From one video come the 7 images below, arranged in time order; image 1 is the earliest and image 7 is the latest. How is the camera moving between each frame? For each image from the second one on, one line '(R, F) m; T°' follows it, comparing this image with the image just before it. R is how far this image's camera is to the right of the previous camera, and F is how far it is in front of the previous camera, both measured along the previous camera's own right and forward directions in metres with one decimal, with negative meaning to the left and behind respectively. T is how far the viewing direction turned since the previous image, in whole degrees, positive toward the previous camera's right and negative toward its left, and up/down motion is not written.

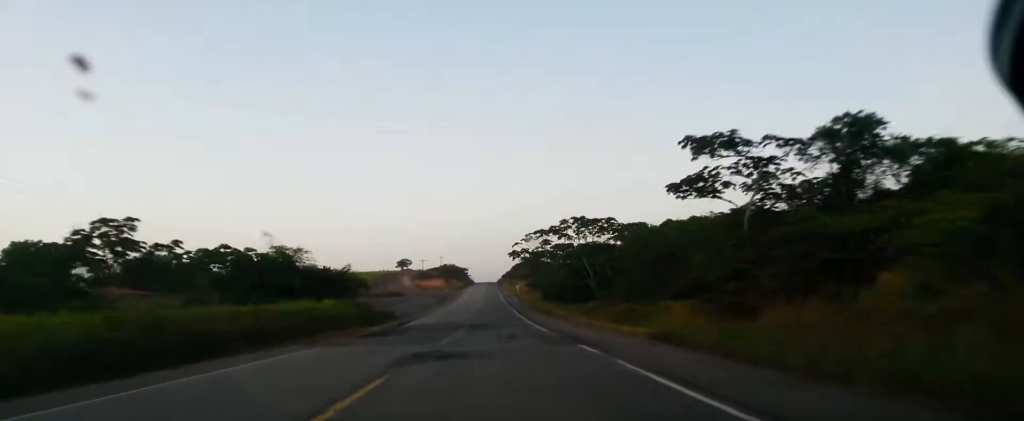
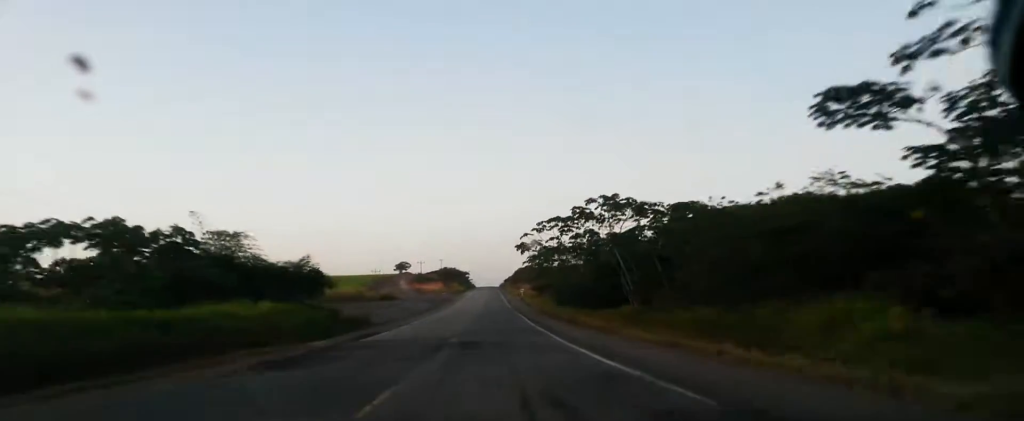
(+1.7, +16.0) m; 0°
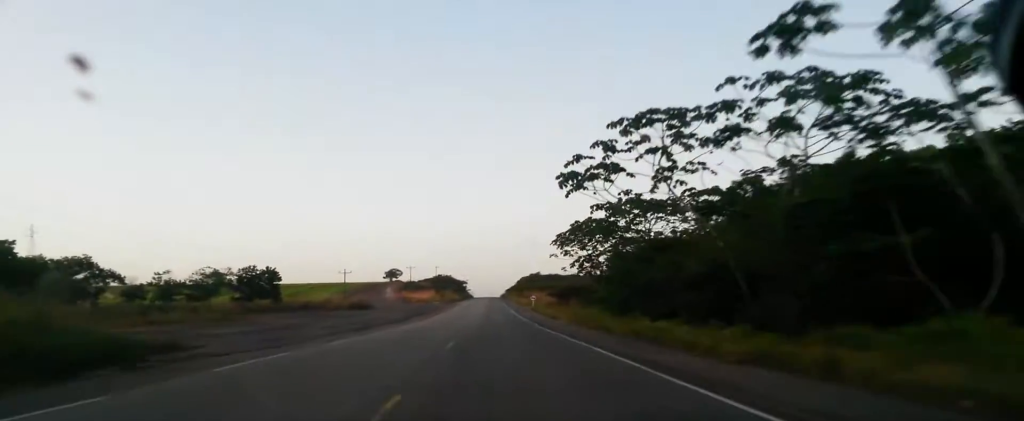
(-4.0, +38.1) m; -7°
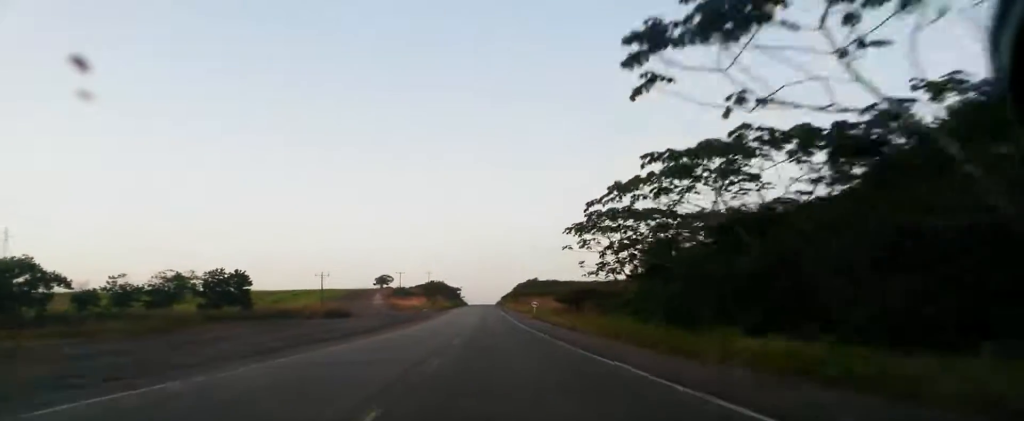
(-0.1, +15.3) m; 0°
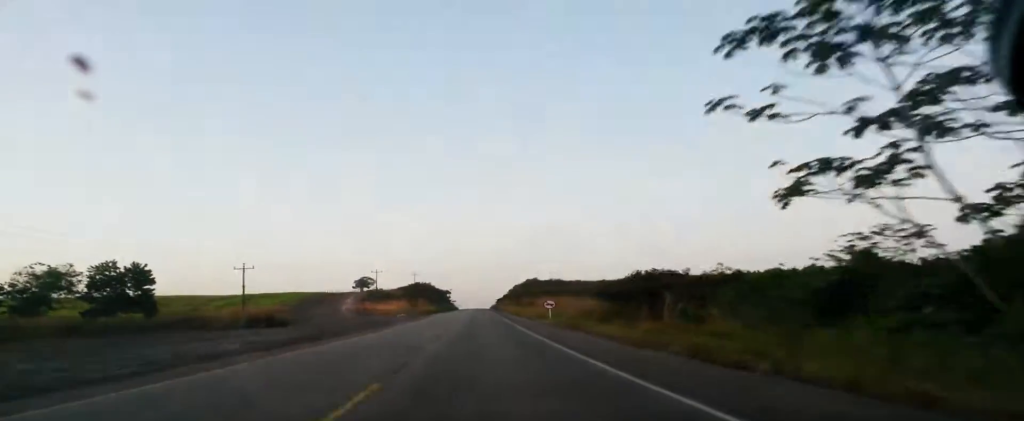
(-0.1, +36.3) m; 0°
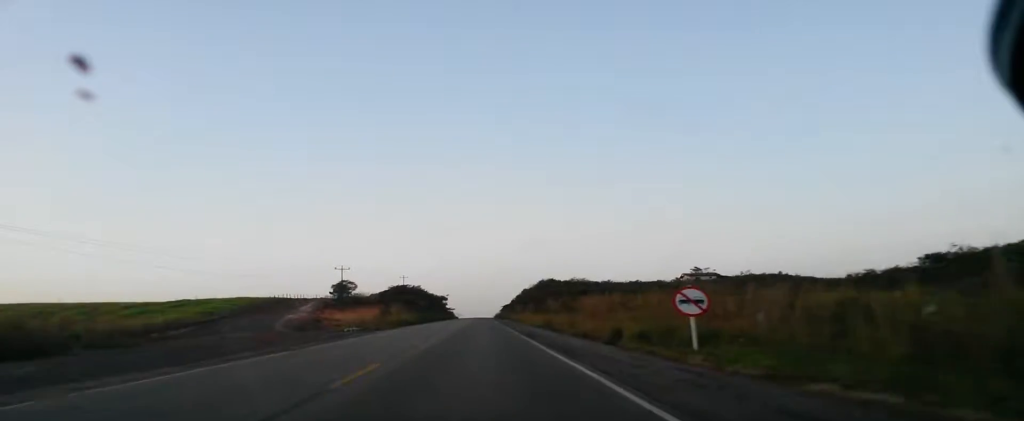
(0.0, +48.2) m; 0°
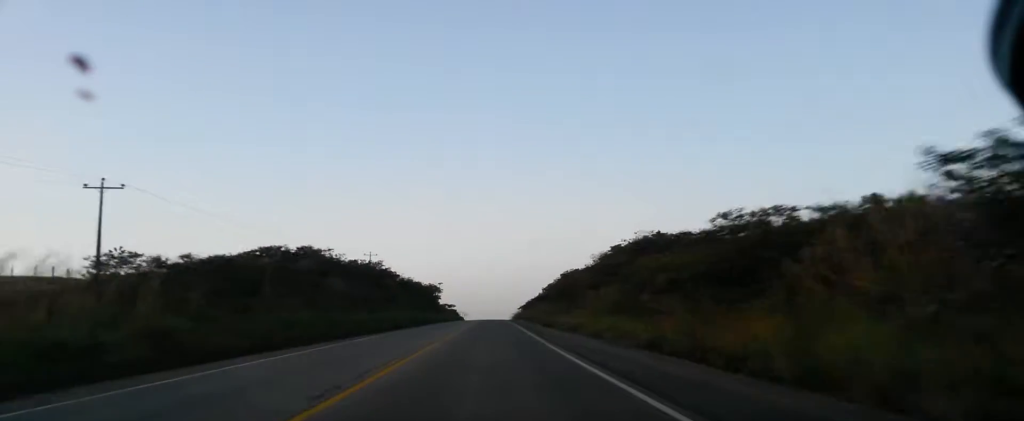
(+1.7, +89.4) m; +4°
